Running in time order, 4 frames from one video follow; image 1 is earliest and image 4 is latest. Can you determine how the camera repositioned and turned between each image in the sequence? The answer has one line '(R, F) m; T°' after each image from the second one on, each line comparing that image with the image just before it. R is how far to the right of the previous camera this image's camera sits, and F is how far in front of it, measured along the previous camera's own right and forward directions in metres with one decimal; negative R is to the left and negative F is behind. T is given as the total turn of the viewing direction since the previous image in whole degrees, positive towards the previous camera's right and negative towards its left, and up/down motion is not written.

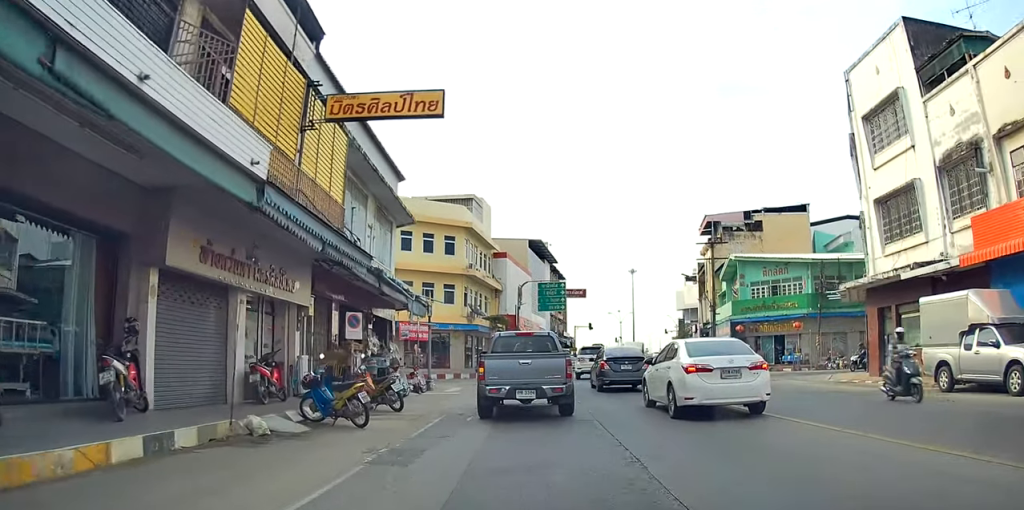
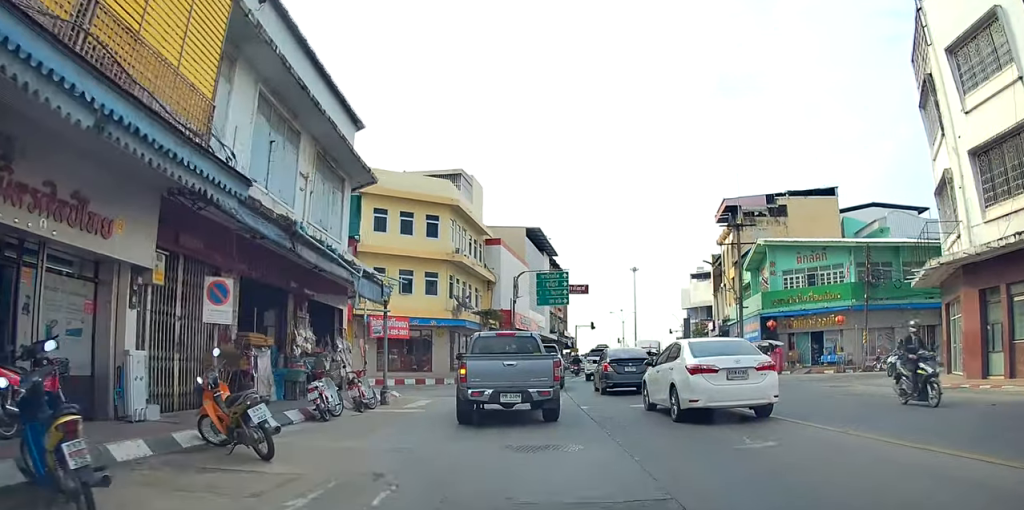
(0.0, +6.5) m; 0°
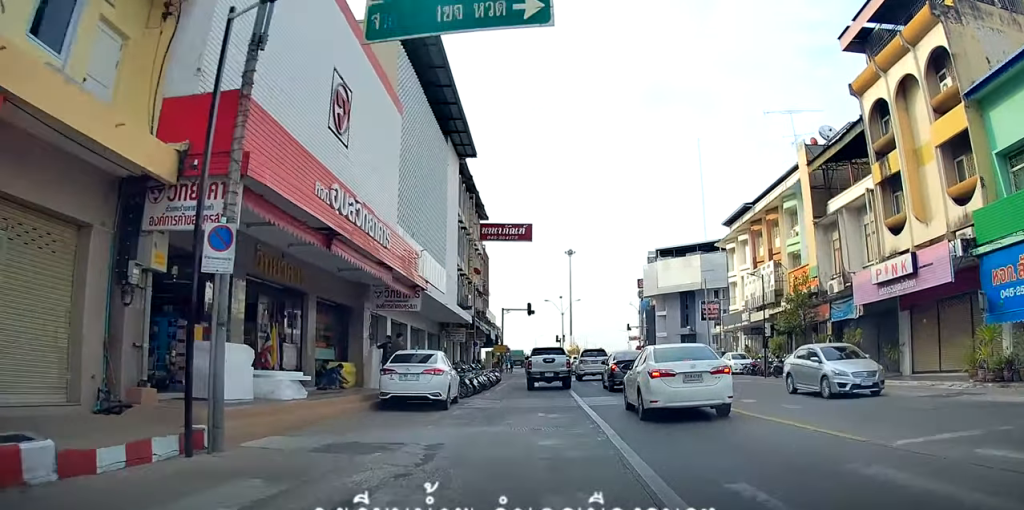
(+5.7, +34.6) m; +9°
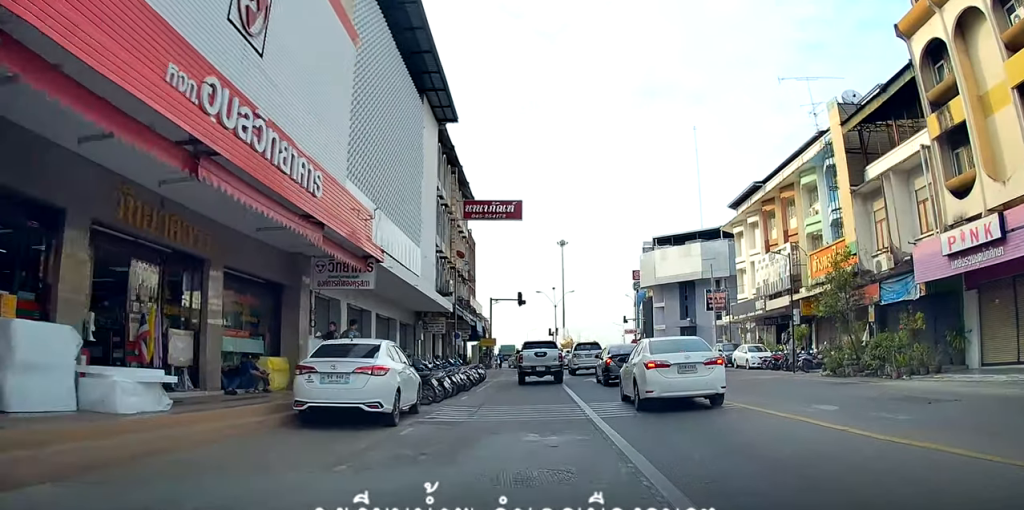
(+0.5, +4.1) m; 0°
